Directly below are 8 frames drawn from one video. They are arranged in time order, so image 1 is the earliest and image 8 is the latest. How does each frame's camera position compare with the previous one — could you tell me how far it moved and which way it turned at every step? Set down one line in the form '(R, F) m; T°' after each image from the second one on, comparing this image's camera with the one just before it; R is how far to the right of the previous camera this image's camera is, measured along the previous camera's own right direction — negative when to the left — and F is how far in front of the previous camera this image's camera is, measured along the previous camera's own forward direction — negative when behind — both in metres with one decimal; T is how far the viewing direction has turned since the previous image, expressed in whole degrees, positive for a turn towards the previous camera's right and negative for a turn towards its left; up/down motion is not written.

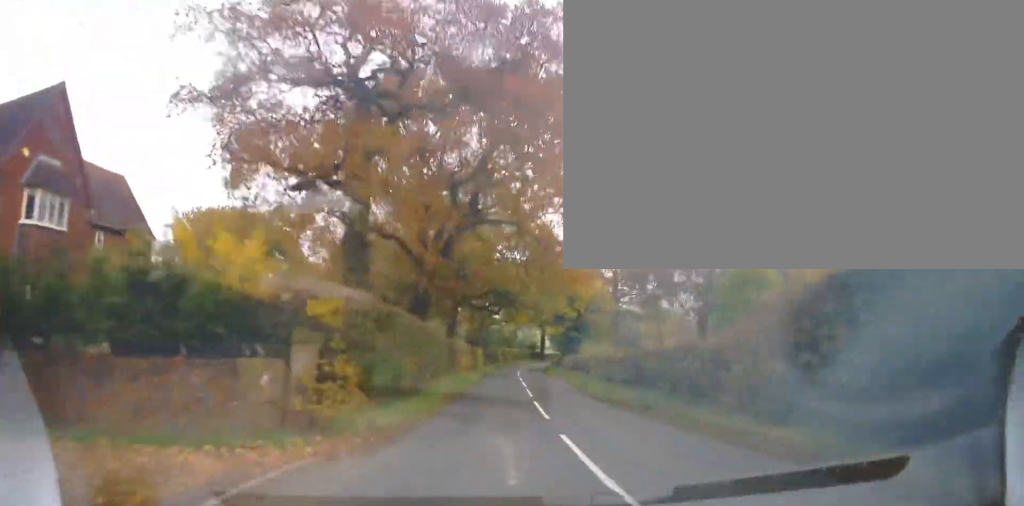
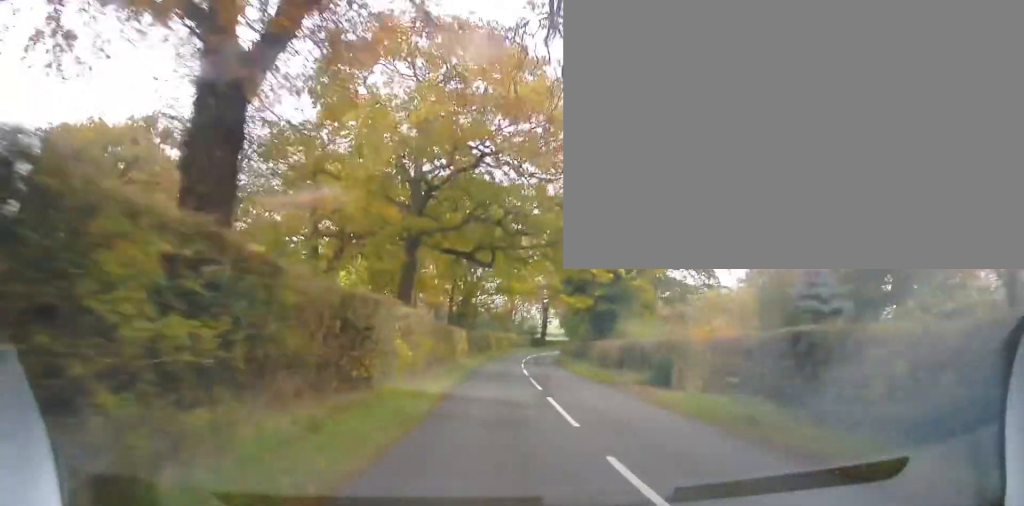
(-0.4, +20.0) m; -1°
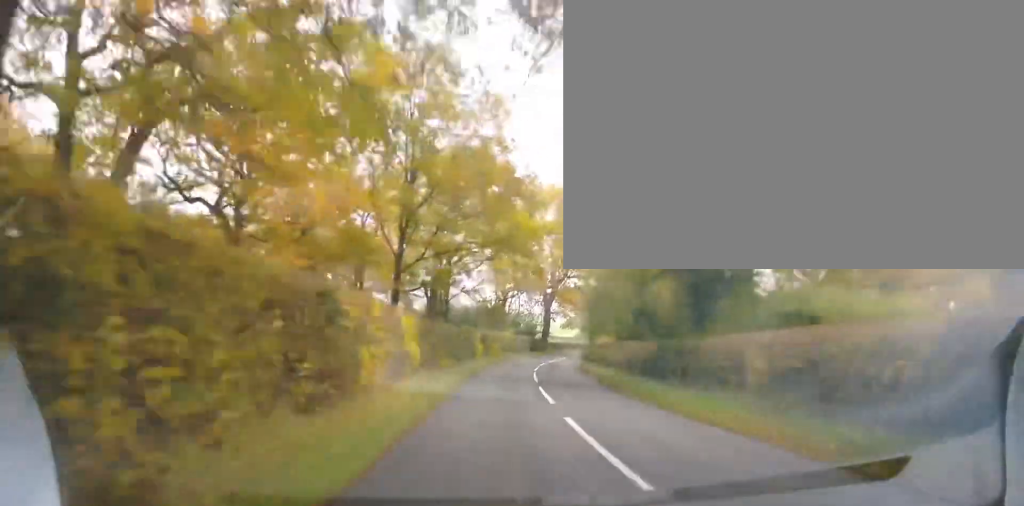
(+0.3, +21.9) m; +3°
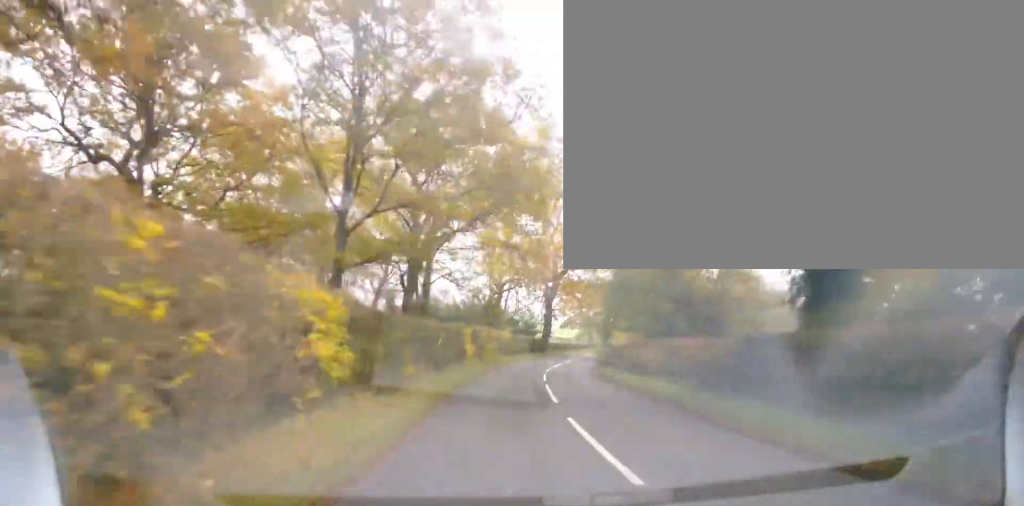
(+0.2, +8.4) m; +1°
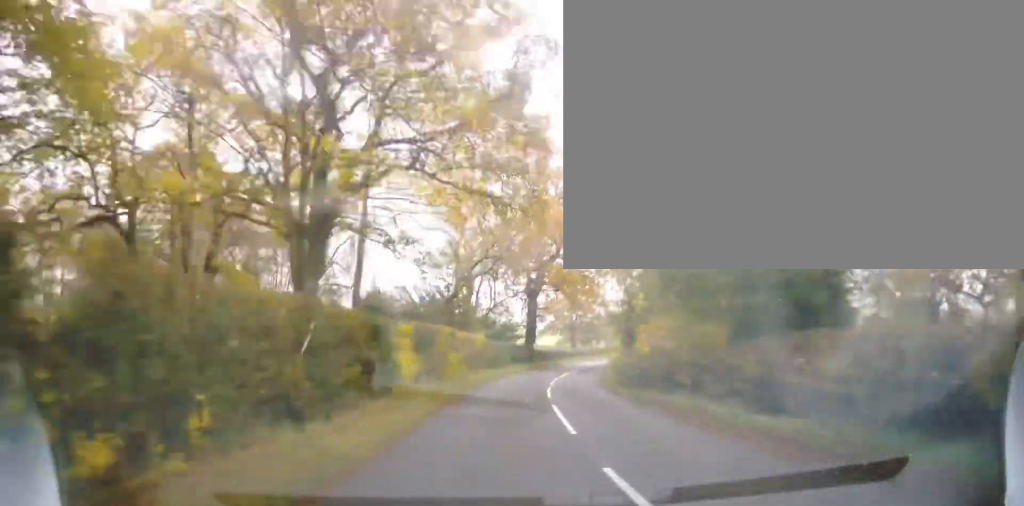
(+0.1, +13.6) m; +1°
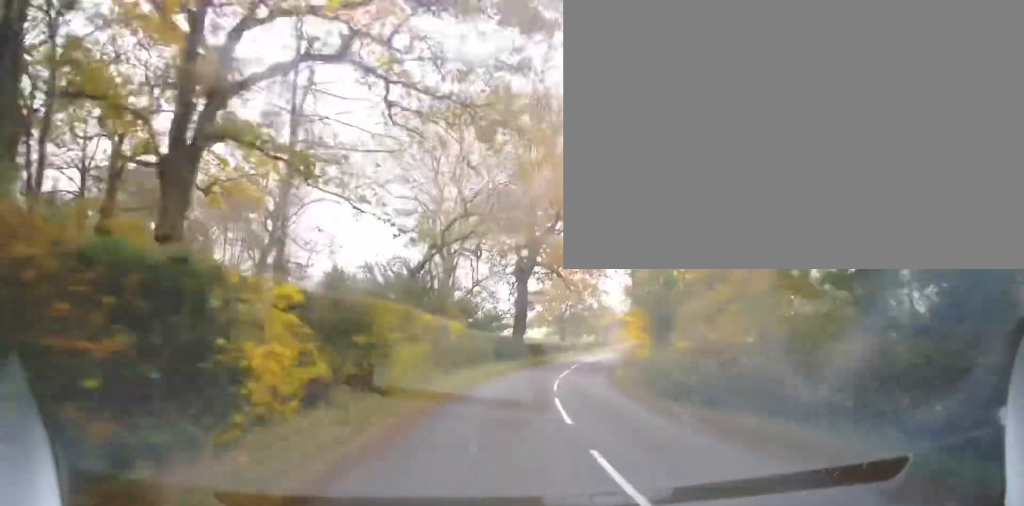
(0.0, +7.3) m; +1°
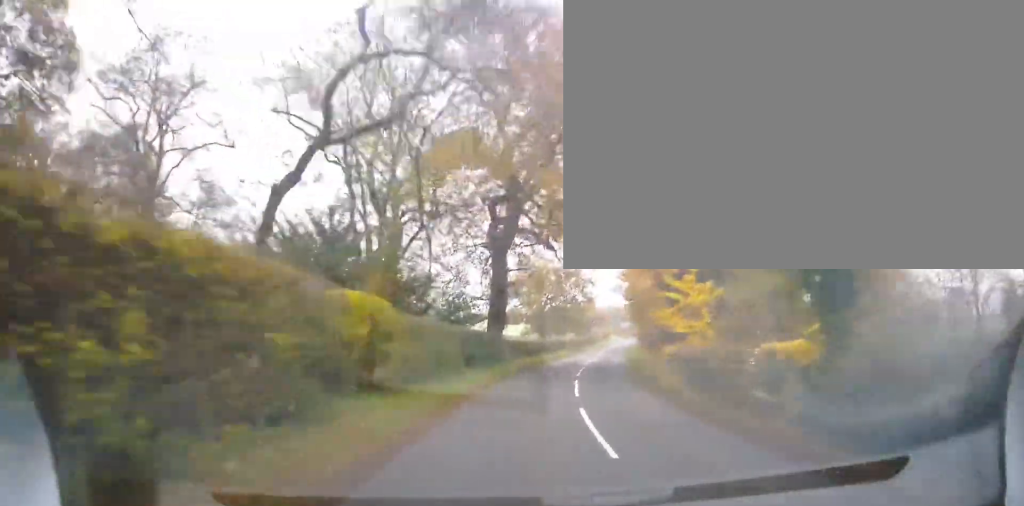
(+0.2, +12.5) m; +3°
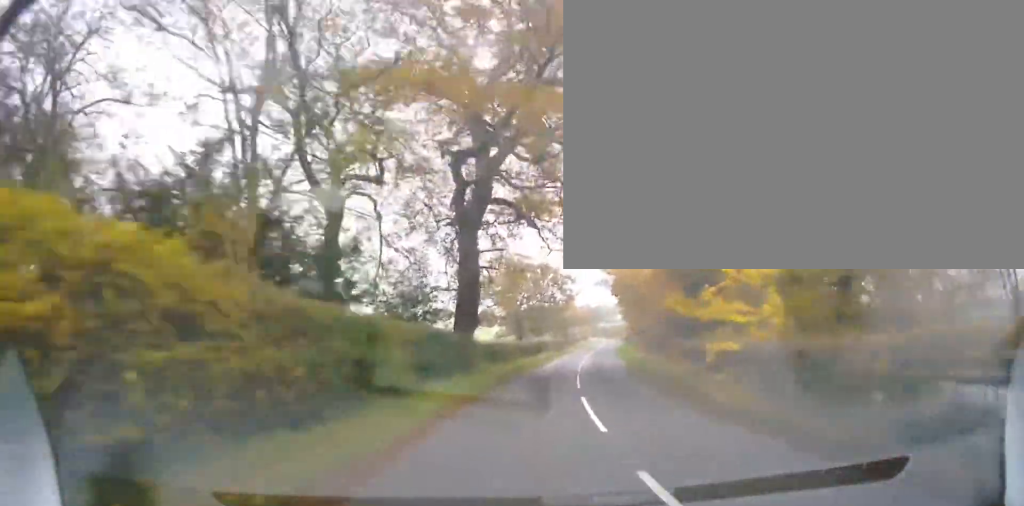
(+0.2, +6.2) m; +3°
